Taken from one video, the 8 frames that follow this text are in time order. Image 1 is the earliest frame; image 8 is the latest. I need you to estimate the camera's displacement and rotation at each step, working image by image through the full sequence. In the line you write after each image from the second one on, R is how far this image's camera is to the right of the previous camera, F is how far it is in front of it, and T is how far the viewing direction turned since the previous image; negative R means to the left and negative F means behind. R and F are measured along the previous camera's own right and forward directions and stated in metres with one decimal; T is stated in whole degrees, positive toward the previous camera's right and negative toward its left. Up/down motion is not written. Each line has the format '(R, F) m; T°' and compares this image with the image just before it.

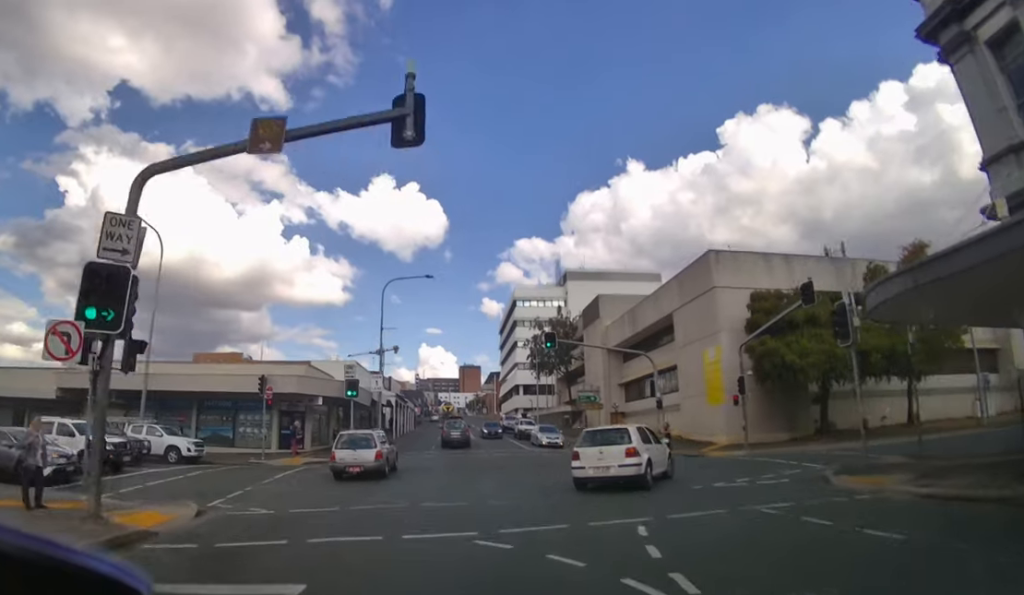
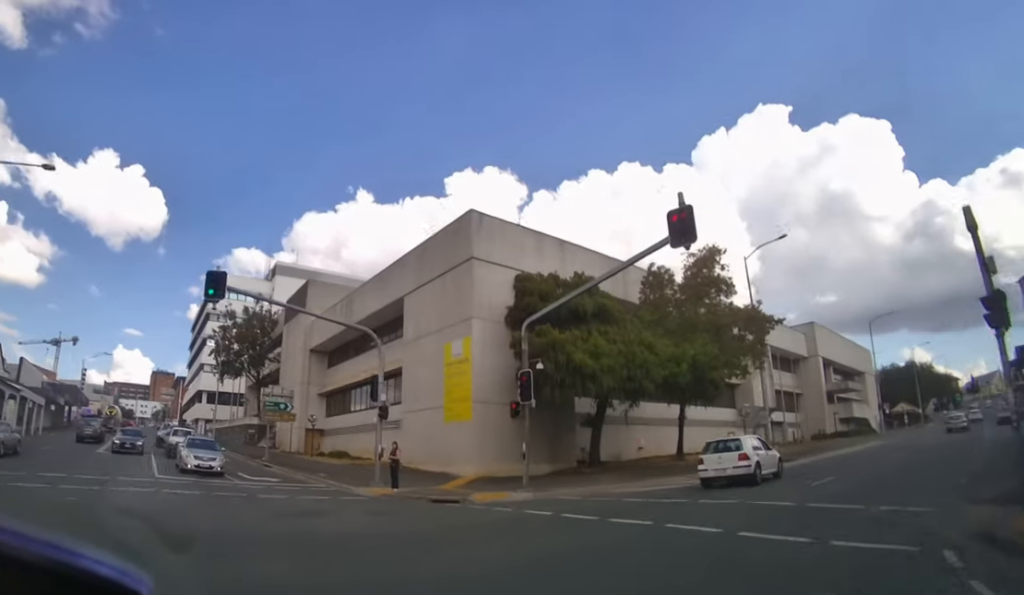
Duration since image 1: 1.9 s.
(+2.7, +13.3) m; +35°
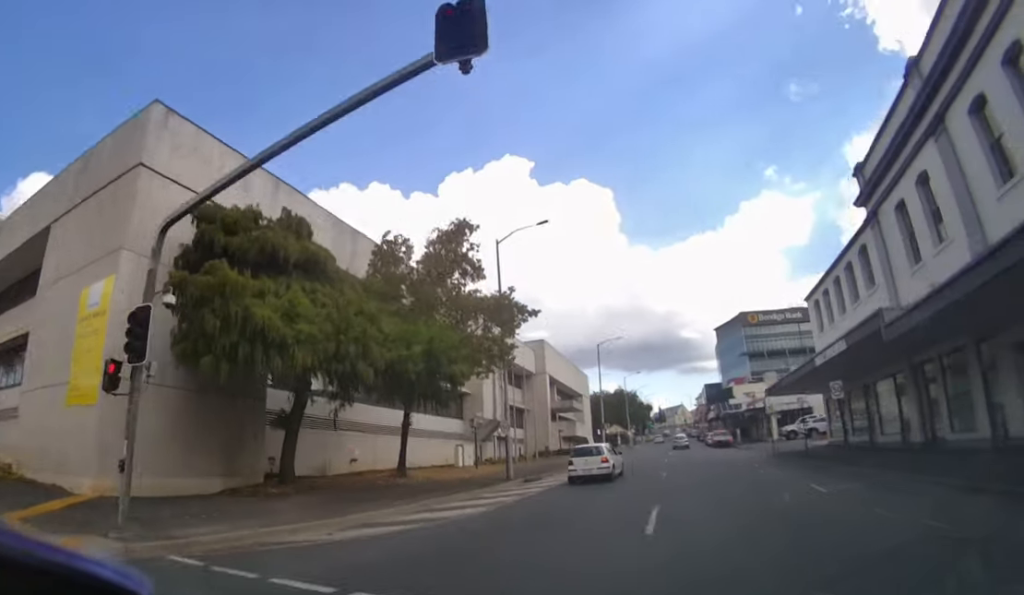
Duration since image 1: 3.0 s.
(+2.0, +7.2) m; +26°
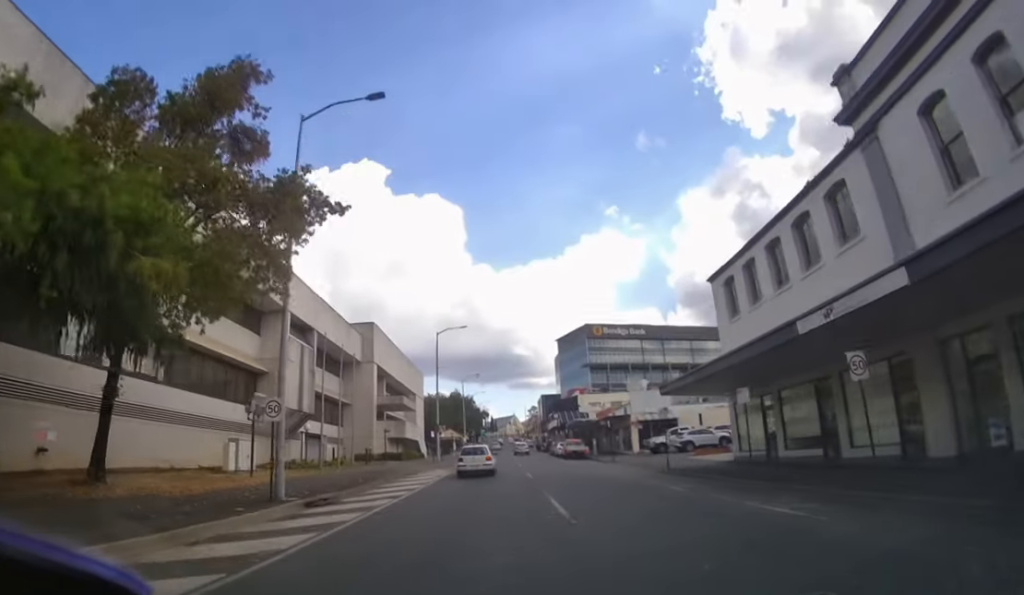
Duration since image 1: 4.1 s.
(+1.9, +9.4) m; +15°
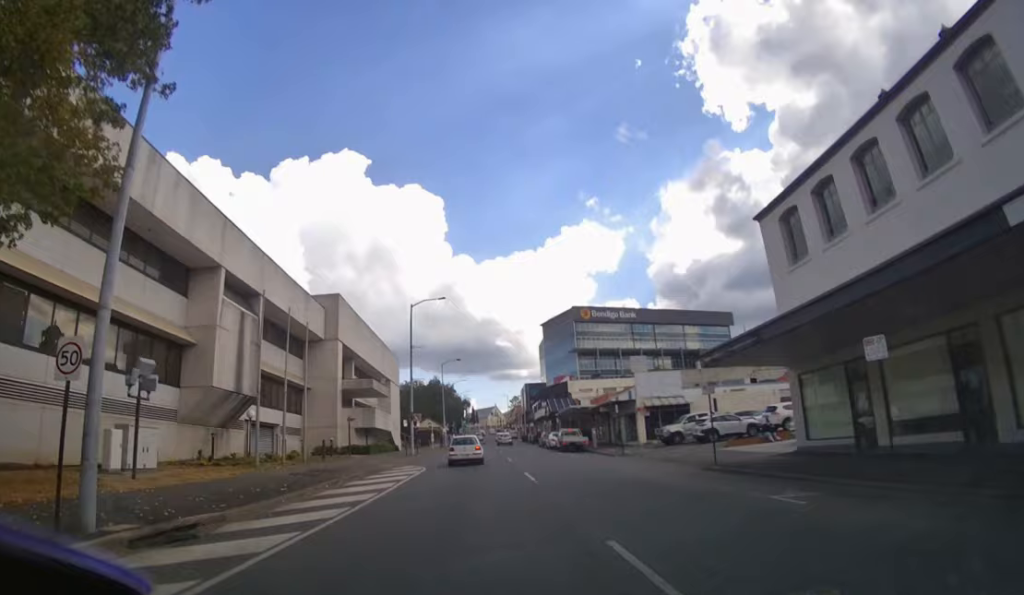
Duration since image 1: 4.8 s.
(+0.2, +5.3) m; +4°
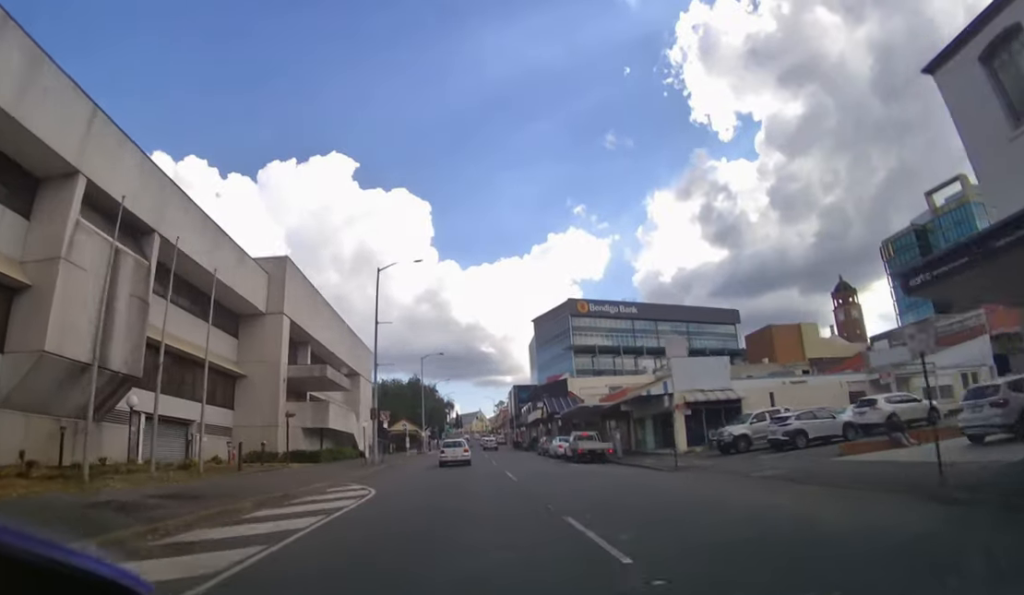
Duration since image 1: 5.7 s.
(+0.2, +8.0) m; +2°
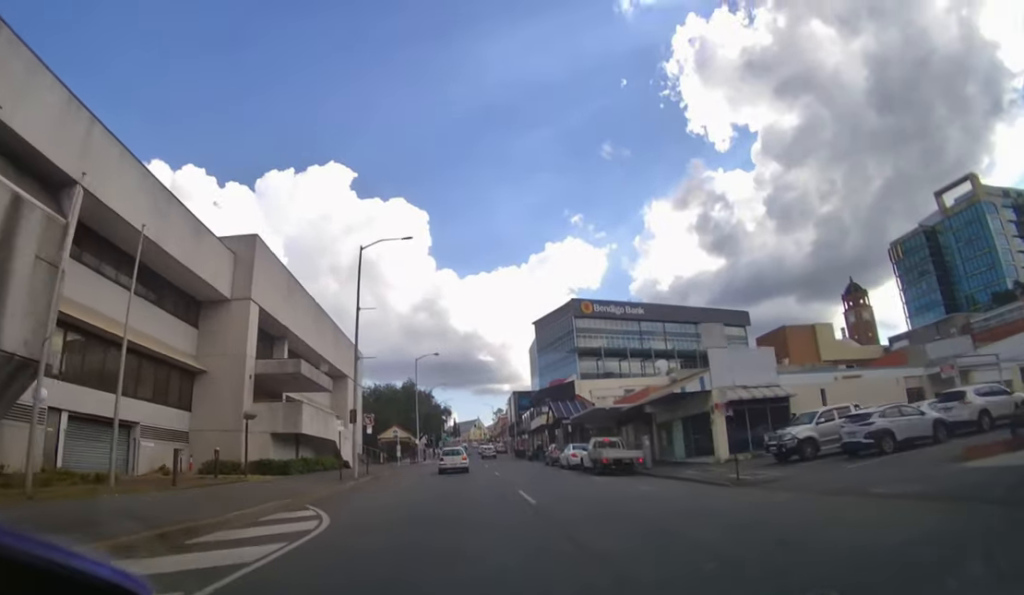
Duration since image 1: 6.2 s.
(+0.1, +4.9) m; +1°
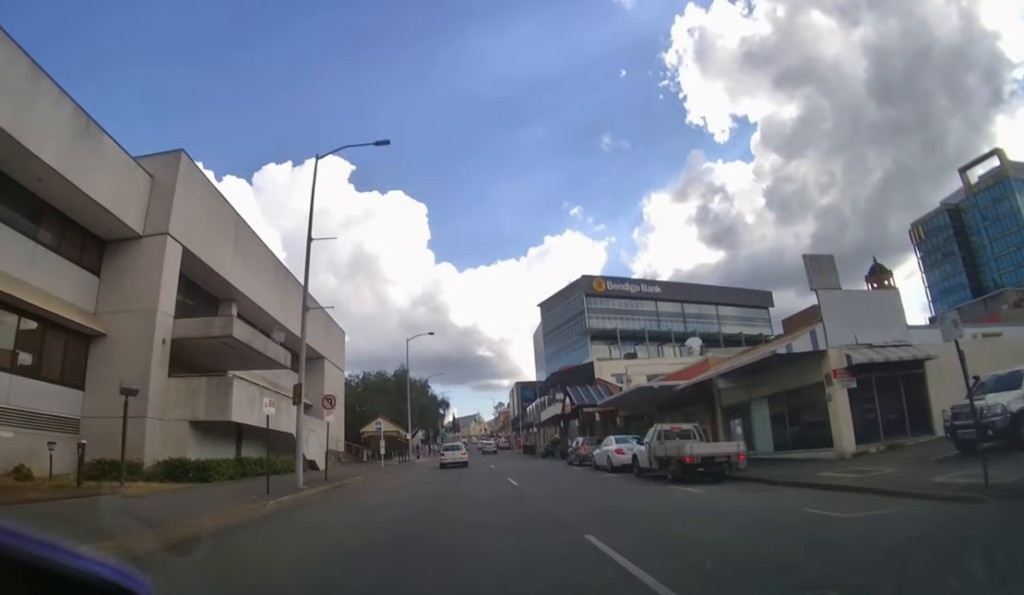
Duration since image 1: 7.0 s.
(+0.1, +8.0) m; +1°
